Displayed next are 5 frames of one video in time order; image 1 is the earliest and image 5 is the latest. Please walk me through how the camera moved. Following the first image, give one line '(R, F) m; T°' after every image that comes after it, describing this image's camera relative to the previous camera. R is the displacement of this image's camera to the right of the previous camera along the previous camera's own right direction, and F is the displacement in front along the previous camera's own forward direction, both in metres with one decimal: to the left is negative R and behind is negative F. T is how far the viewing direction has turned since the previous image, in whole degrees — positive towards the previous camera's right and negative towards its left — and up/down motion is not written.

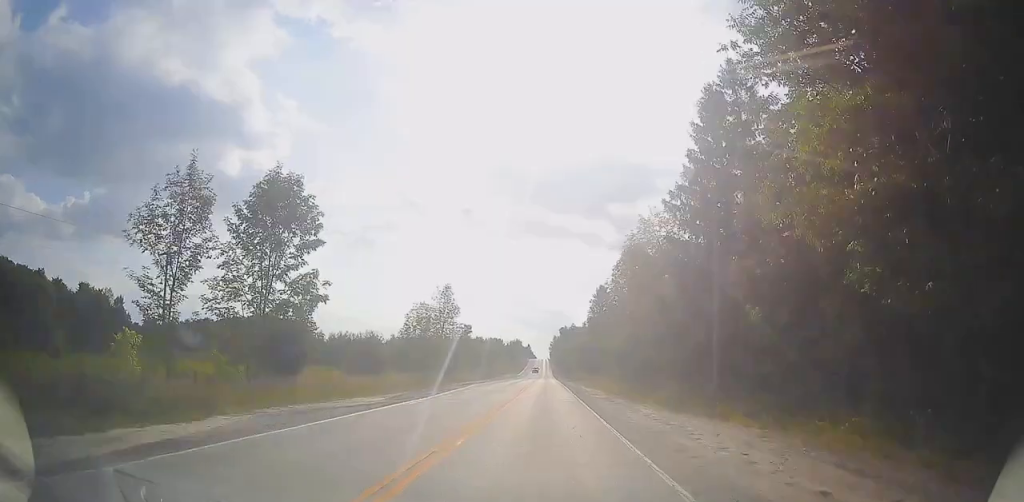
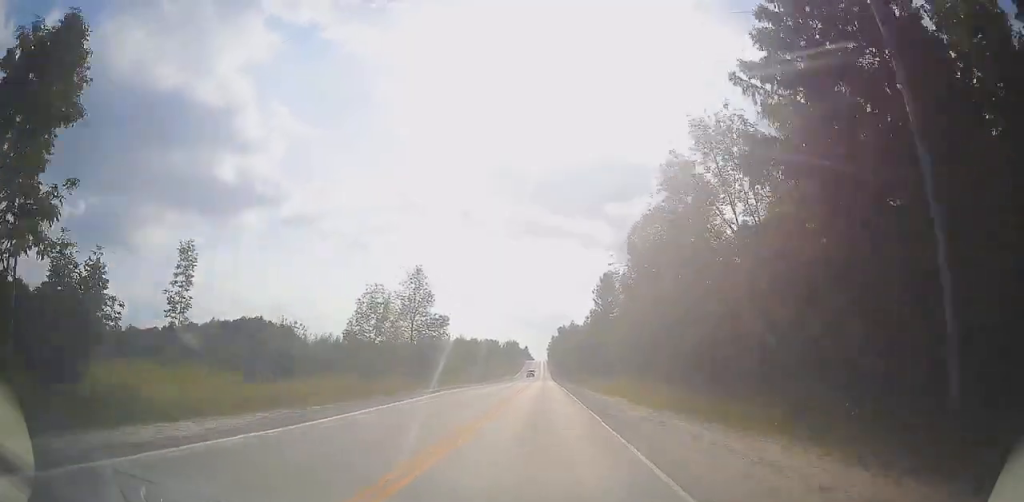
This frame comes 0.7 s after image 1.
(+0.1, +13.9) m; 0°
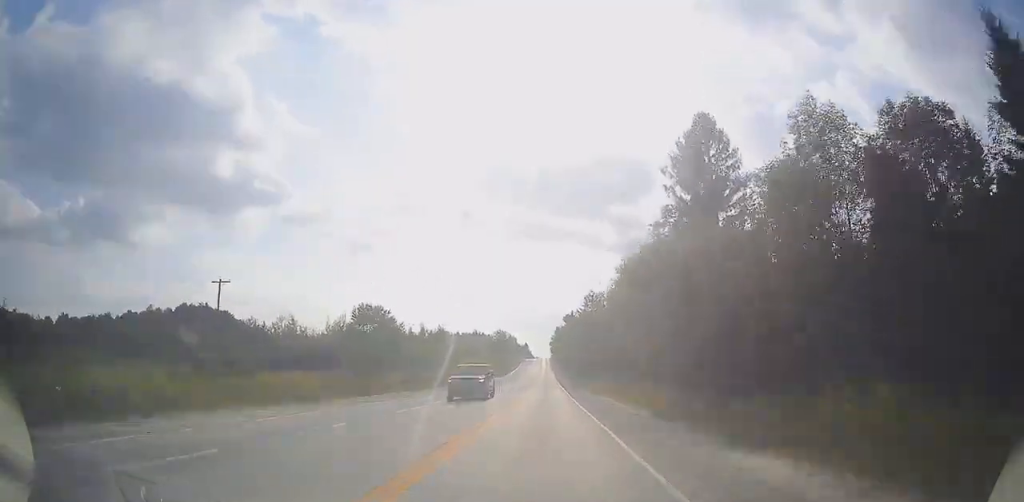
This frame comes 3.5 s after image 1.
(+0.5, +56.0) m; 0°
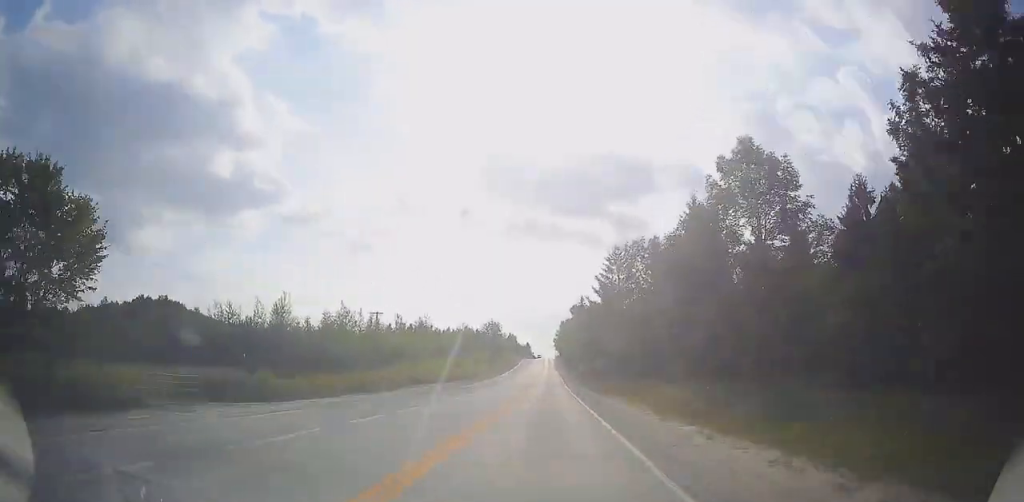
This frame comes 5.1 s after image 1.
(0.0, +33.2) m; 0°
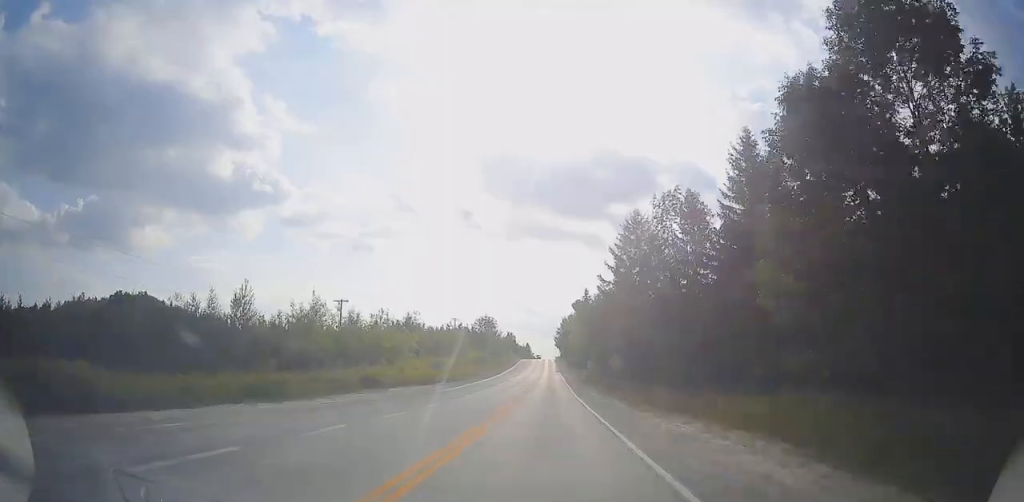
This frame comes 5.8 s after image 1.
(0.0, +13.6) m; 0°
